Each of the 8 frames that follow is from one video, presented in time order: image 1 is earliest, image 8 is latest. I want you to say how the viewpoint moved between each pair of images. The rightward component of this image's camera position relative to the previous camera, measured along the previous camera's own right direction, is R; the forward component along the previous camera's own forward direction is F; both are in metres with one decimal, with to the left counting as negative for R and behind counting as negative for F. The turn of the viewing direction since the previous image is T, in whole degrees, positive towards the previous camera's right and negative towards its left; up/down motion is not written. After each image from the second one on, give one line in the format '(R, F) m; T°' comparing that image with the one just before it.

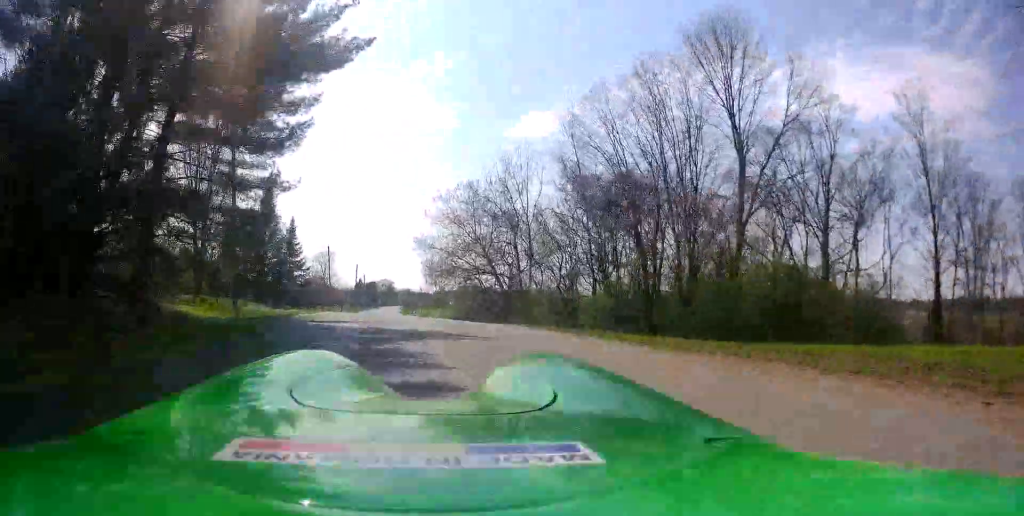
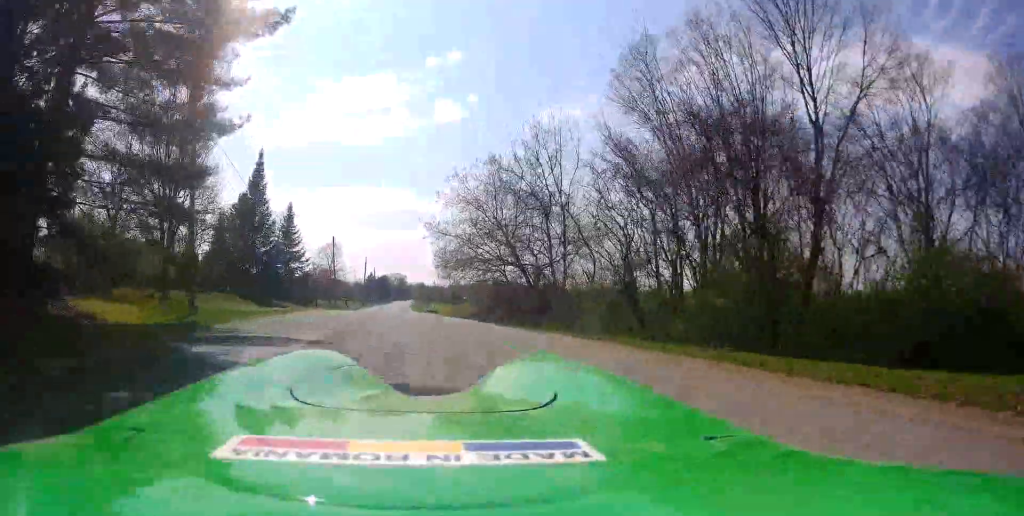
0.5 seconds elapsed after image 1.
(-0.3, +7.0) m; -2°
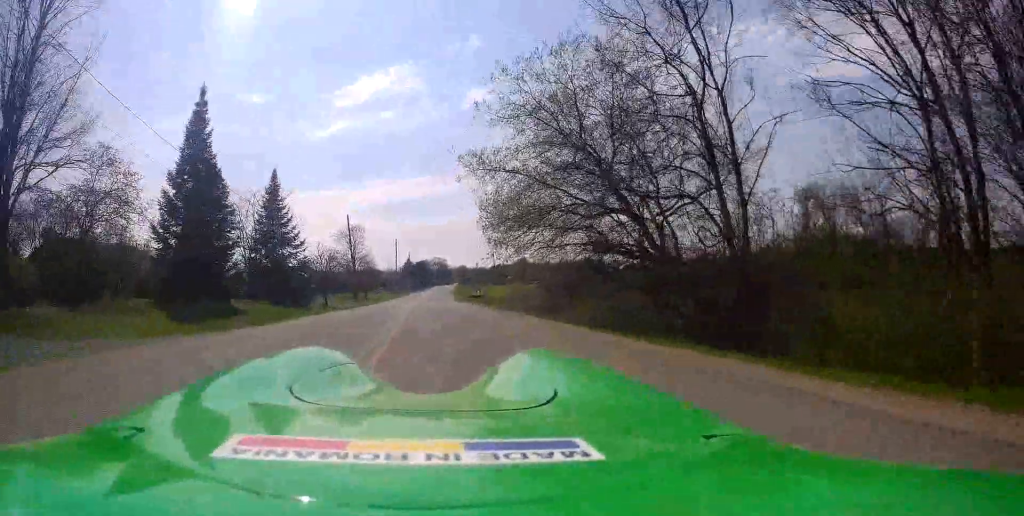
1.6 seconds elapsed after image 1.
(-0.2, +16.6) m; -3°
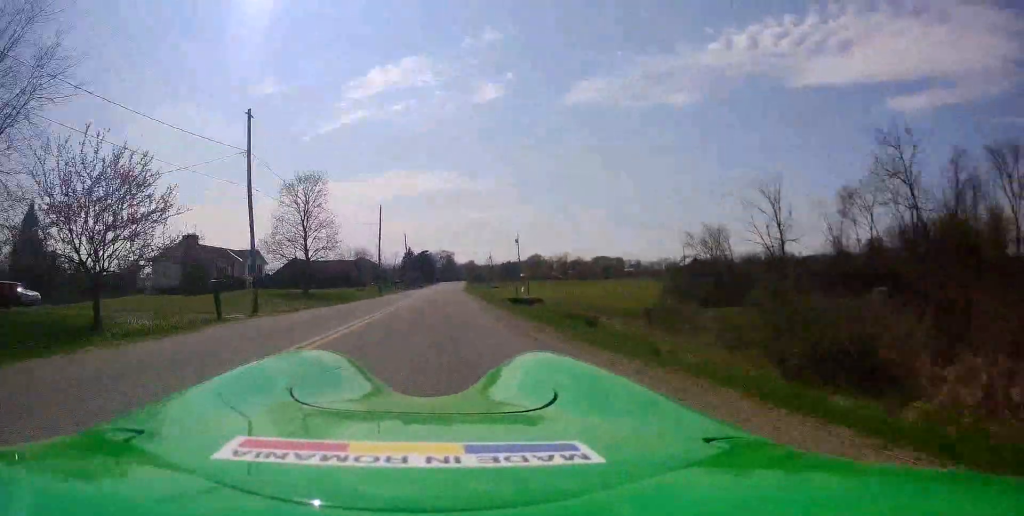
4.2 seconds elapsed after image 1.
(-2.5, +37.8) m; -4°
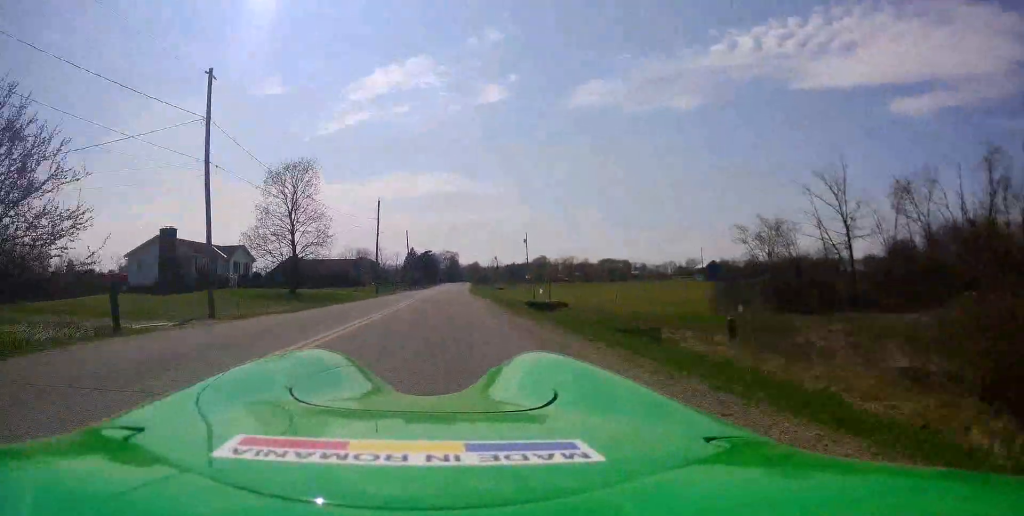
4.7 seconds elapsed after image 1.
(+0.2, +6.6) m; 0°
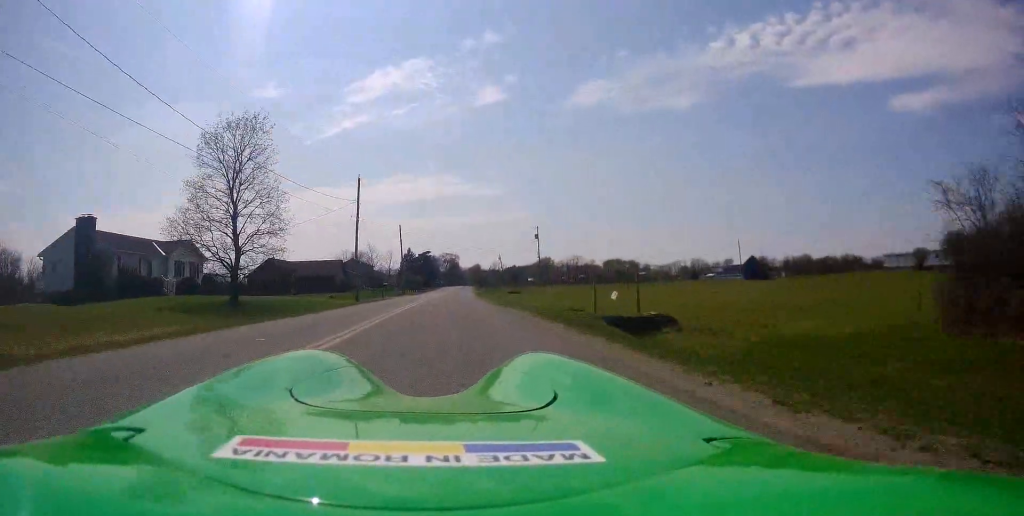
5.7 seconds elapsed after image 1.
(-0.6, +14.4) m; 0°
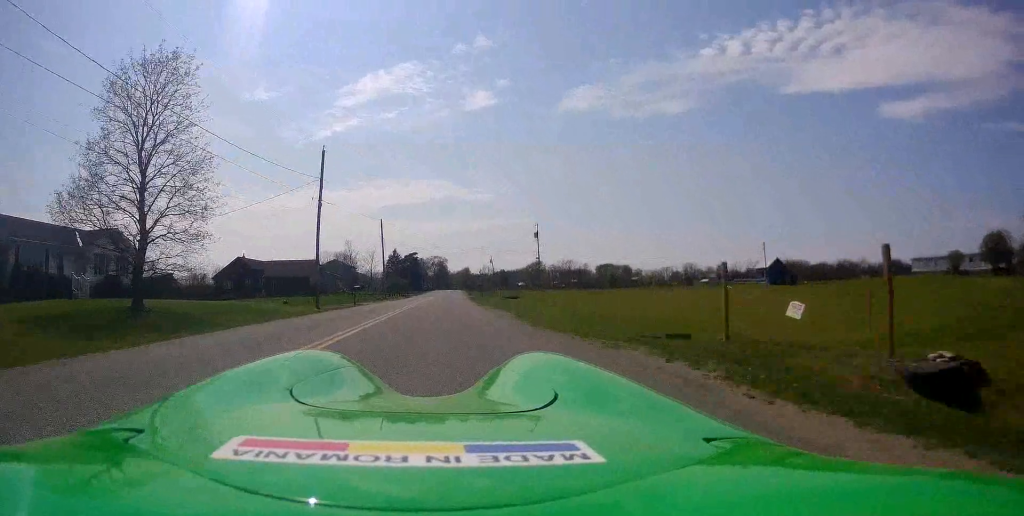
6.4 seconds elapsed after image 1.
(+0.5, +10.8) m; +2°
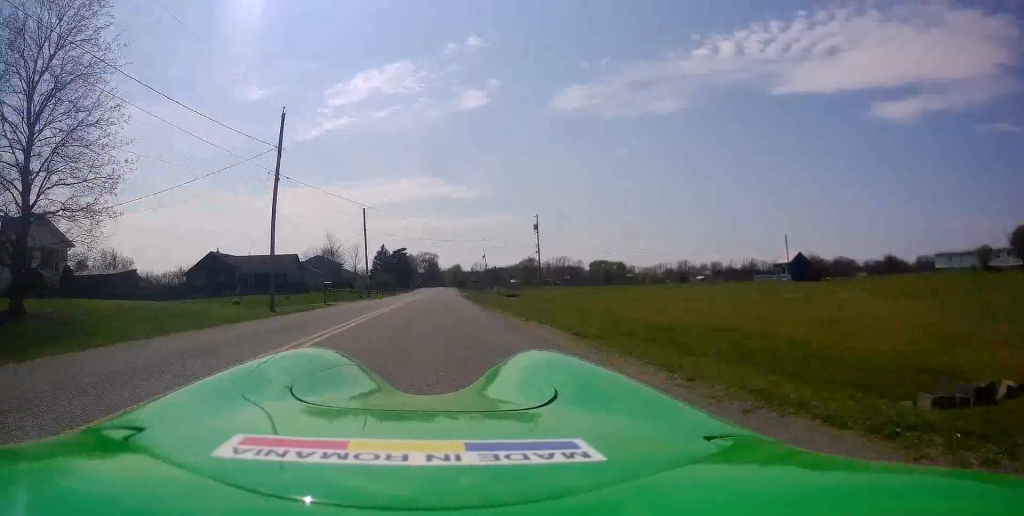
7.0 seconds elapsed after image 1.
(+0.1, +8.4) m; 0°
